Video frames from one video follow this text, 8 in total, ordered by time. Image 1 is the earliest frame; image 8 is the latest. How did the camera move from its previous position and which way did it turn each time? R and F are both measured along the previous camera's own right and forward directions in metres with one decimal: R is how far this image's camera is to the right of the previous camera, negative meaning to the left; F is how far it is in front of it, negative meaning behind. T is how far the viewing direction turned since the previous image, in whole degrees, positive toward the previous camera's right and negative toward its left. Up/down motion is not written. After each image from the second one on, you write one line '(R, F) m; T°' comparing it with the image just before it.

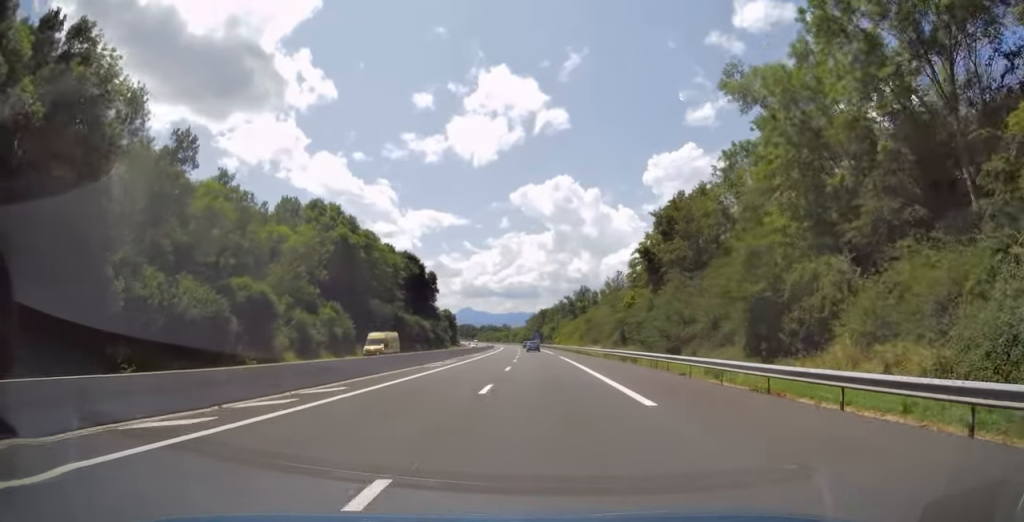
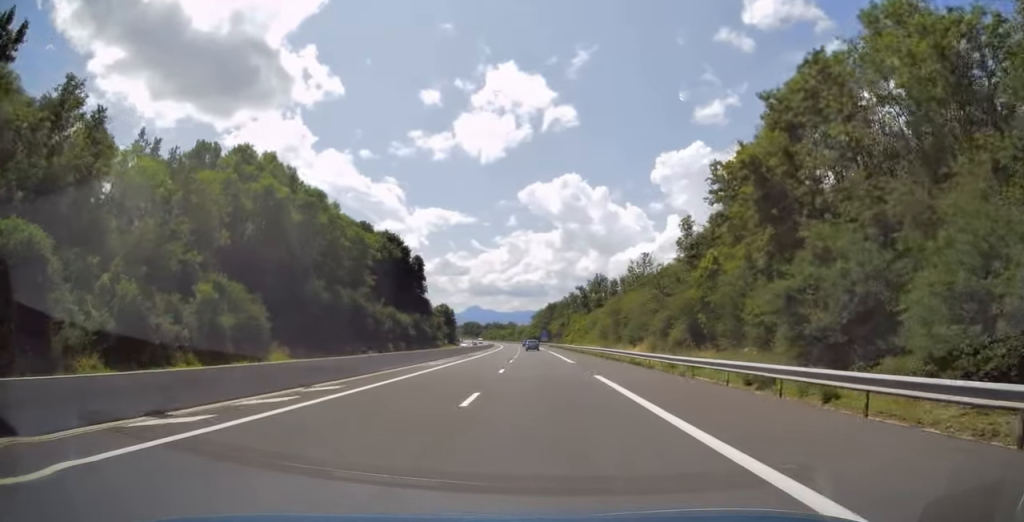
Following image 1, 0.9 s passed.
(-0.1, +29.0) m; -1°
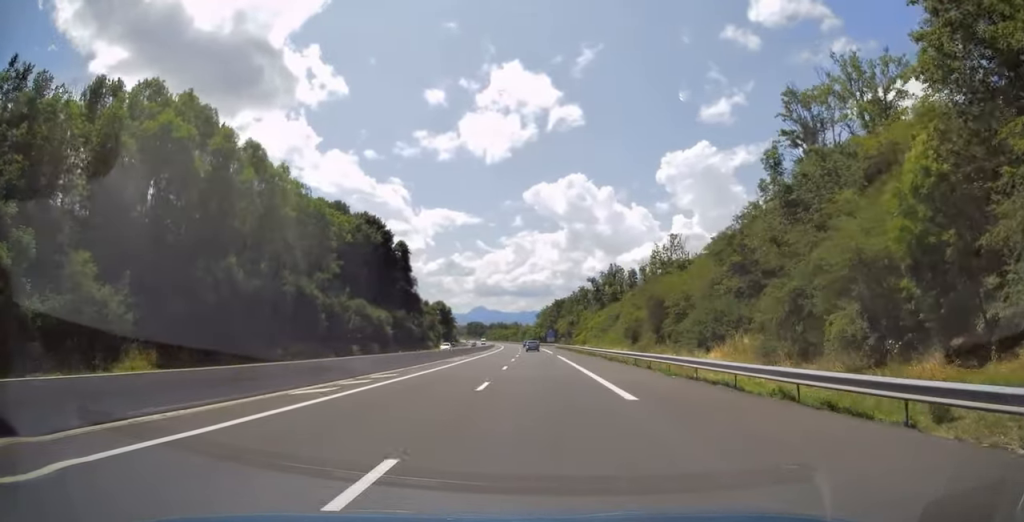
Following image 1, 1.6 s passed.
(-0.2, +21.5) m; -1°
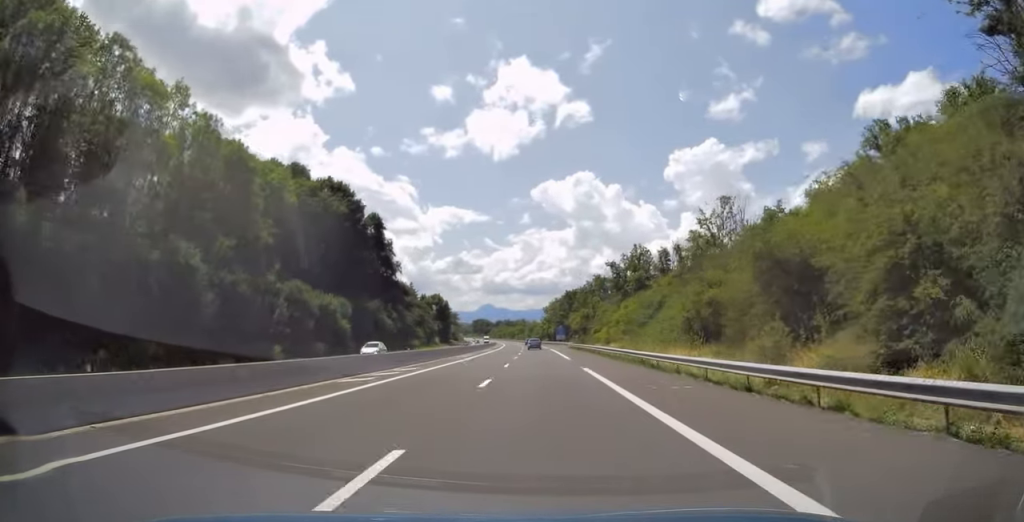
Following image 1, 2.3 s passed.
(0.0, +25.3) m; 0°
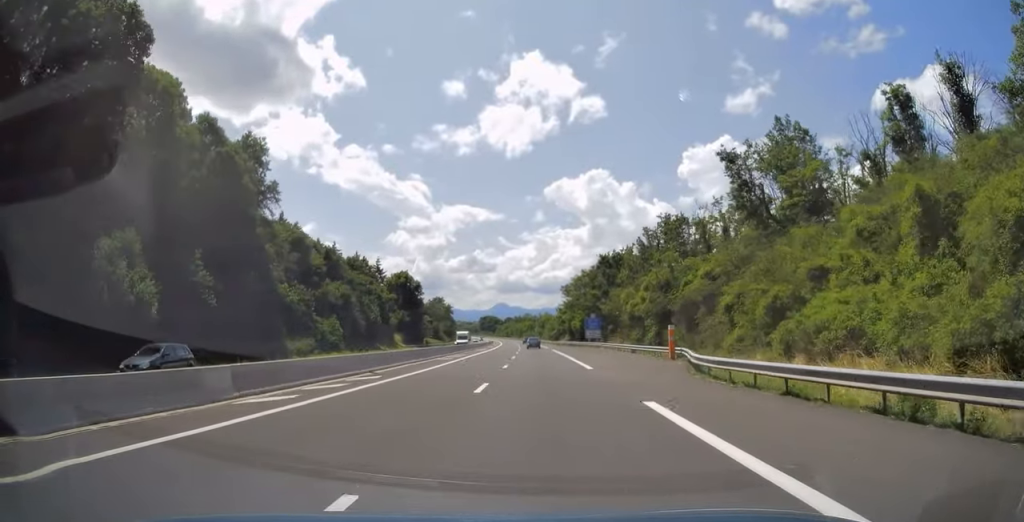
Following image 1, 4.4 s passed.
(-0.8, +66.6) m; -2°
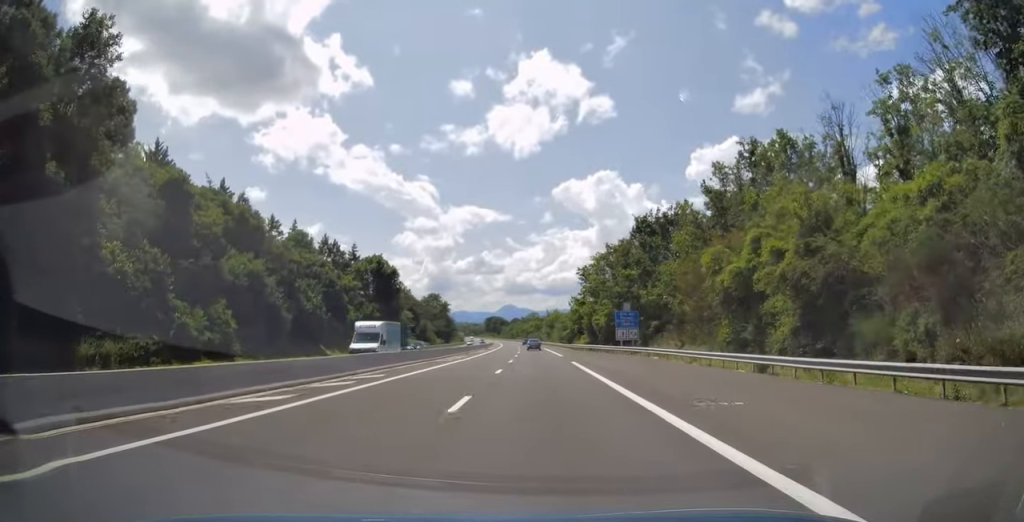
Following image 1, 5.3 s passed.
(-0.4, +29.6) m; -1°
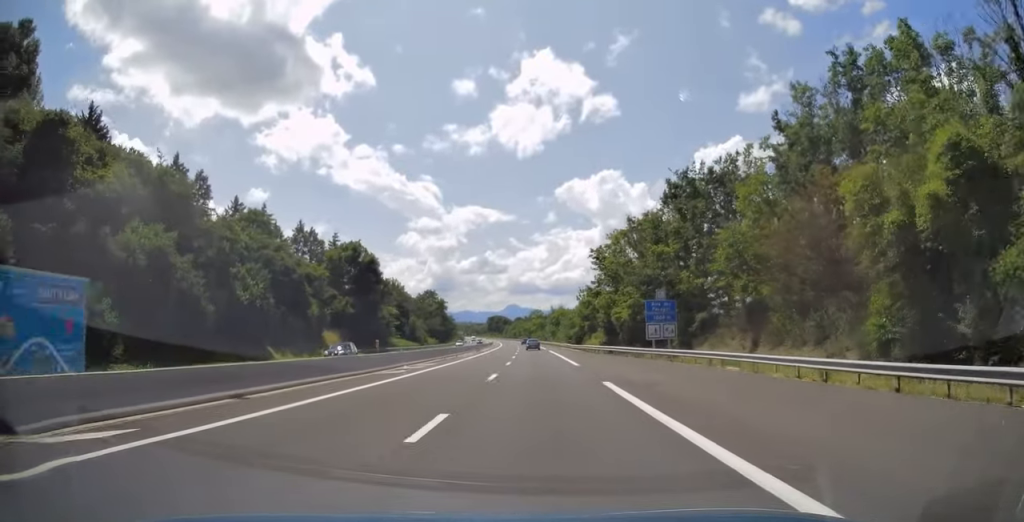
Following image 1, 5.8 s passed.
(-0.1, +16.1) m; 0°
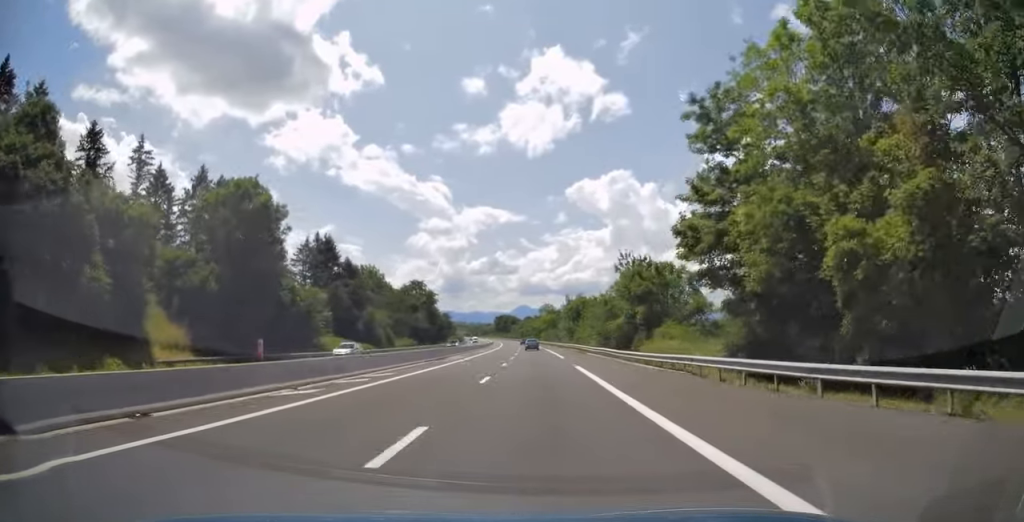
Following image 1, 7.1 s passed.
(0.0, +40.3) m; 0°
